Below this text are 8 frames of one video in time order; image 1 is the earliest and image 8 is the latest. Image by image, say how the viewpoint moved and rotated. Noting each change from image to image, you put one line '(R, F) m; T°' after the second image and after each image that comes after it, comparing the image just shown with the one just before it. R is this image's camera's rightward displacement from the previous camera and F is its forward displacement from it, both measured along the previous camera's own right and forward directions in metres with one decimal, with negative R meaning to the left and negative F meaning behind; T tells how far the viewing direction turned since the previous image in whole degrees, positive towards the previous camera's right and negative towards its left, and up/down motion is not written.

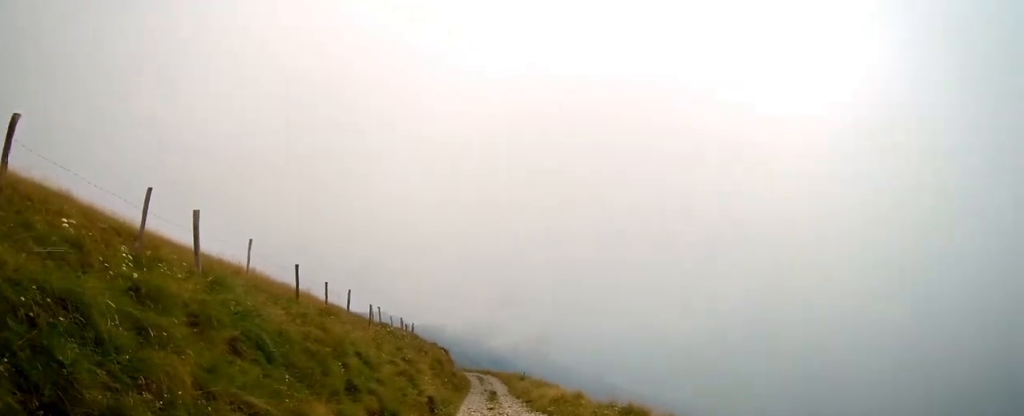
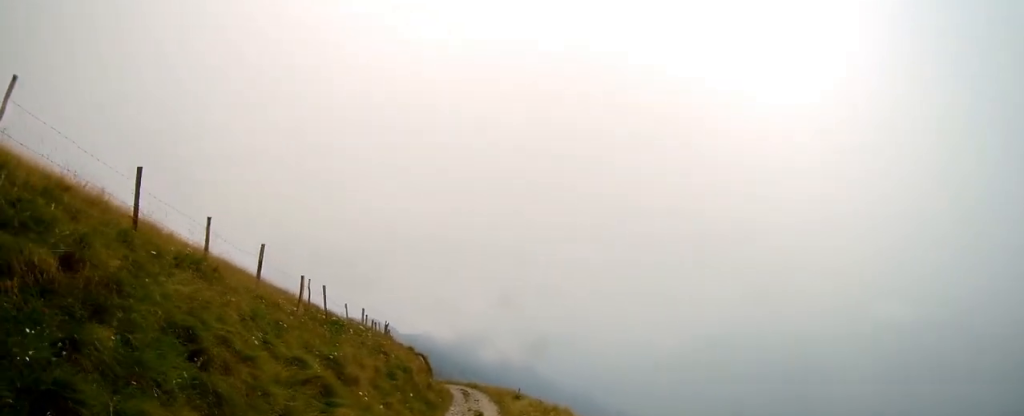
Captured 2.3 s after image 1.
(+0.1, +8.3) m; -1°
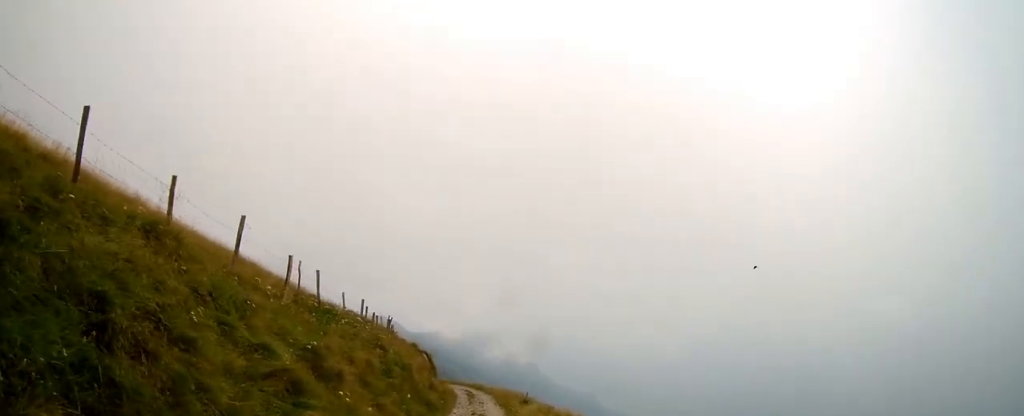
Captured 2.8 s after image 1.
(0.0, +1.9) m; 0°
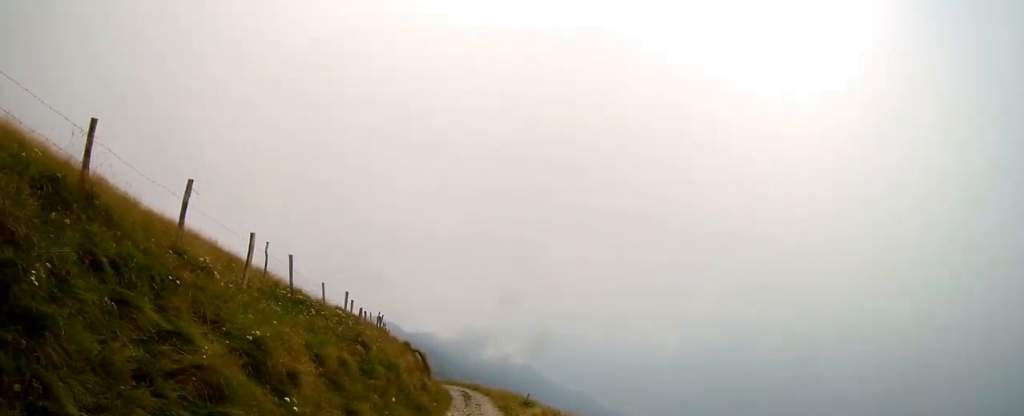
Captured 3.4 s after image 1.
(+0.1, +2.0) m; +1°
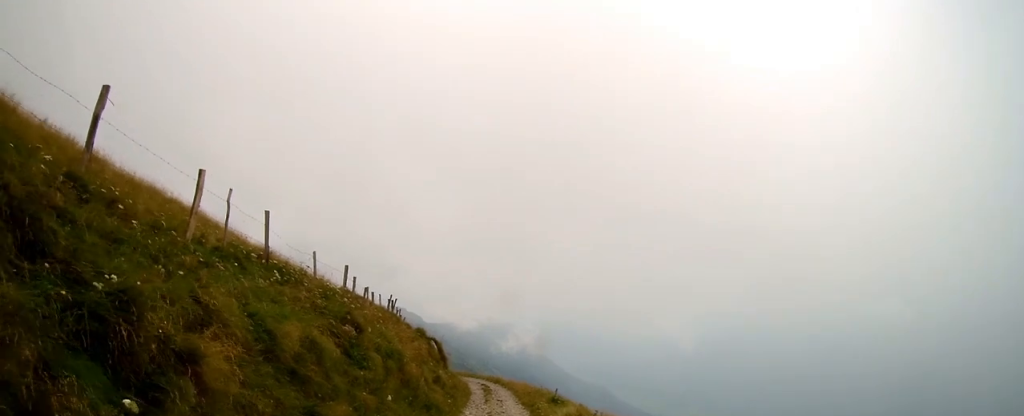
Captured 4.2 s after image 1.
(0.0, +3.1) m; -1°
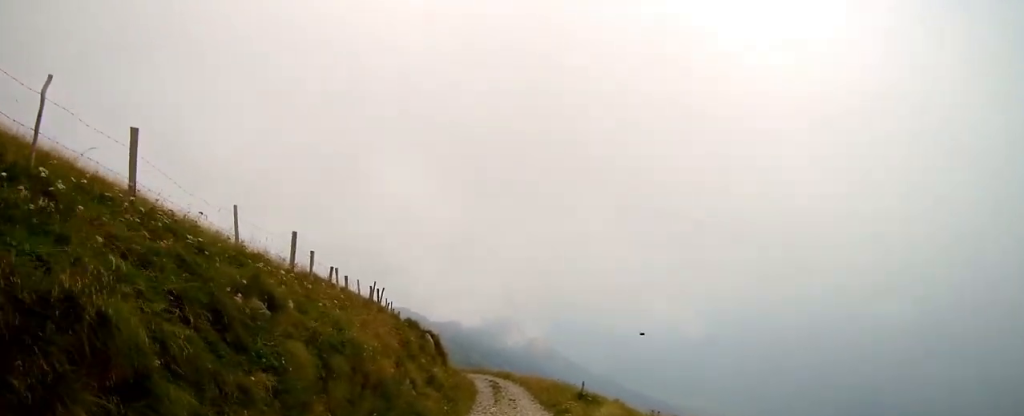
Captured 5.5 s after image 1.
(-0.1, +4.7) m; -2°
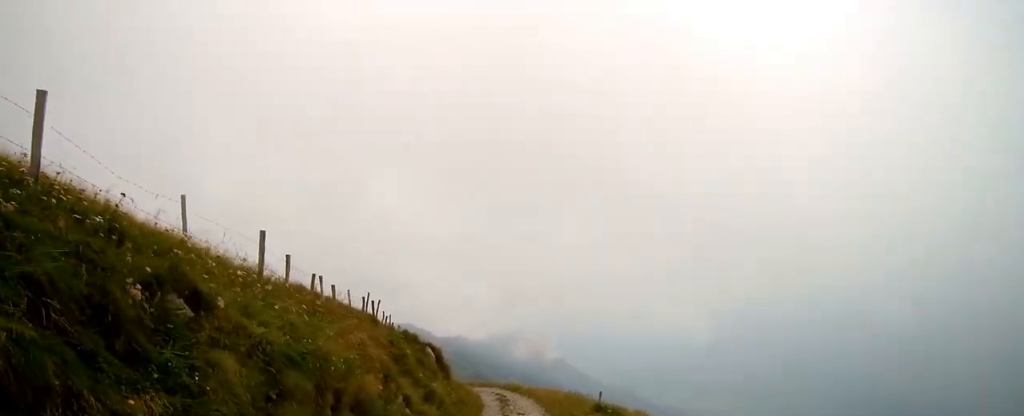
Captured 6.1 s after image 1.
(0.0, +2.1) m; +1°
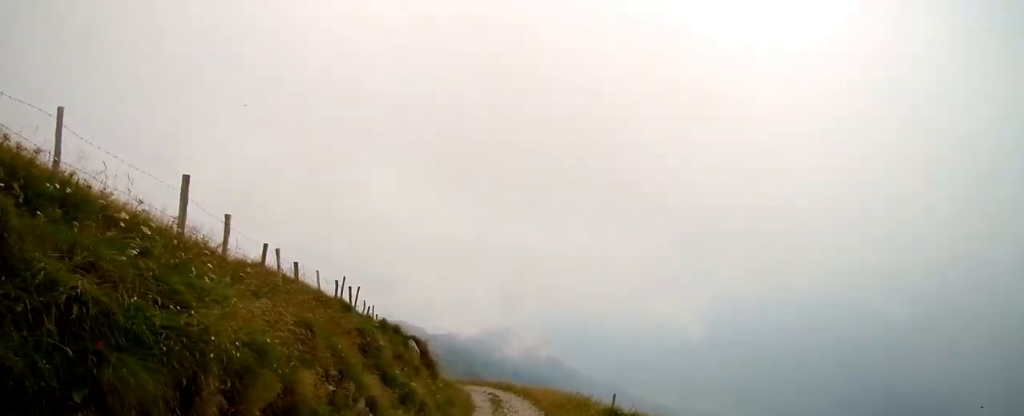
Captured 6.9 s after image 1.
(0.0, +2.9) m; +1°
